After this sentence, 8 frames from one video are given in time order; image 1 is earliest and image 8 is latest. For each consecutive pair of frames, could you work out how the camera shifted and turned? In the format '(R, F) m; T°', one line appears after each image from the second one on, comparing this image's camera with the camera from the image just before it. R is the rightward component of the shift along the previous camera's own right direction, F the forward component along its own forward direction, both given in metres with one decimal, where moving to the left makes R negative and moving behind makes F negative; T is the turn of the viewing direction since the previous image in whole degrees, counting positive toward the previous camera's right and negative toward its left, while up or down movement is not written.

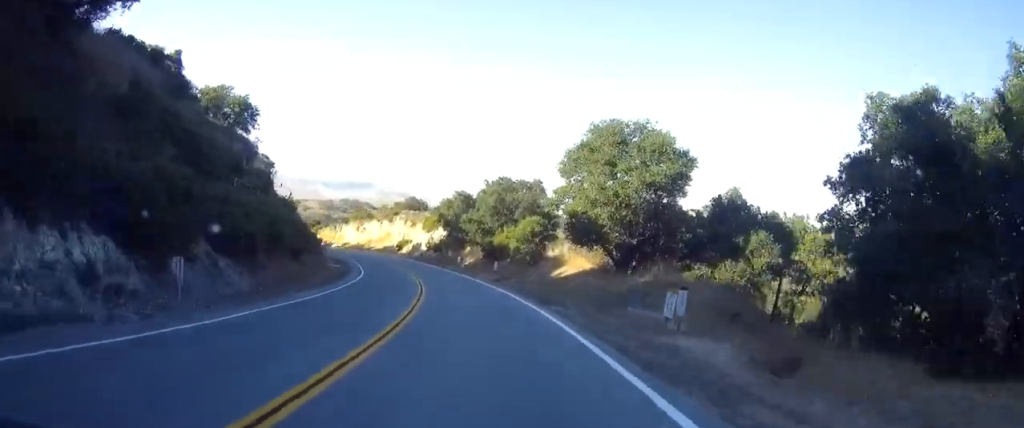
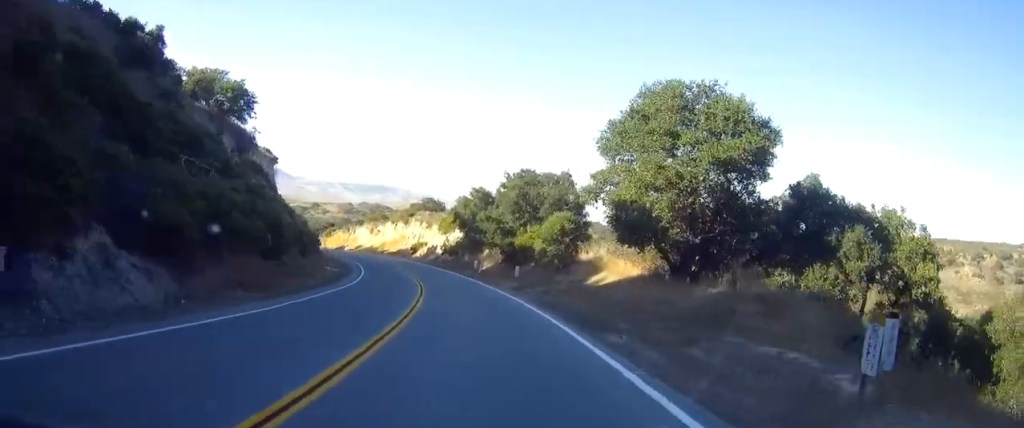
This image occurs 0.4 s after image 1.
(-0.1, +7.5) m; -2°
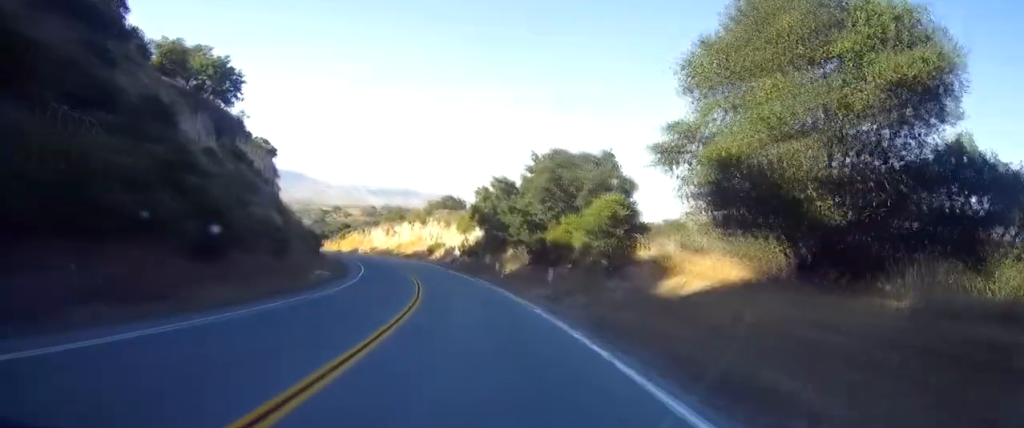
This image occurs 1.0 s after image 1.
(-0.2, +9.8) m; -3°
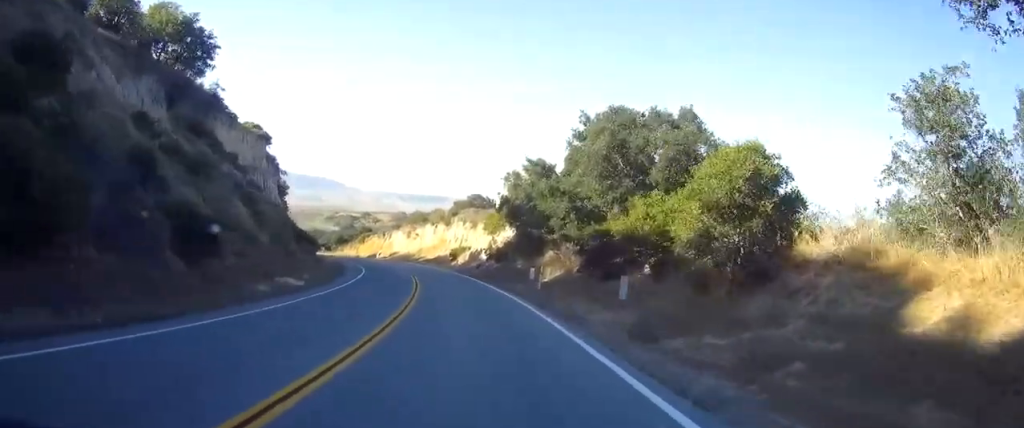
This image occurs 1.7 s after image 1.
(-0.4, +12.7) m; -3°
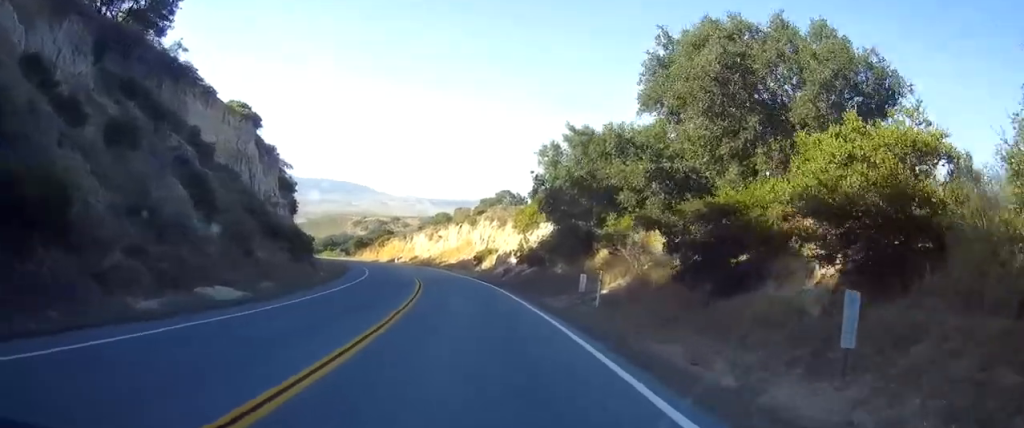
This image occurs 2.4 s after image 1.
(-0.2, +11.0) m; -2°
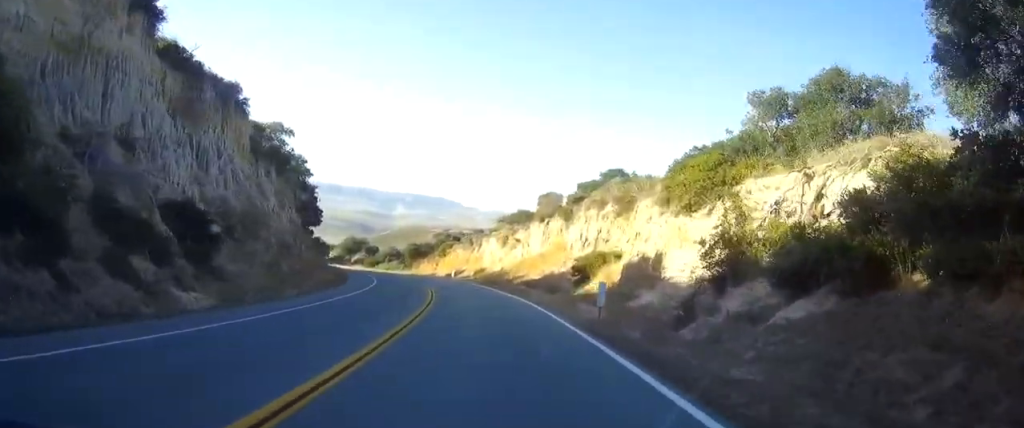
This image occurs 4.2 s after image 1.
(-1.4, +31.9) m; -6°
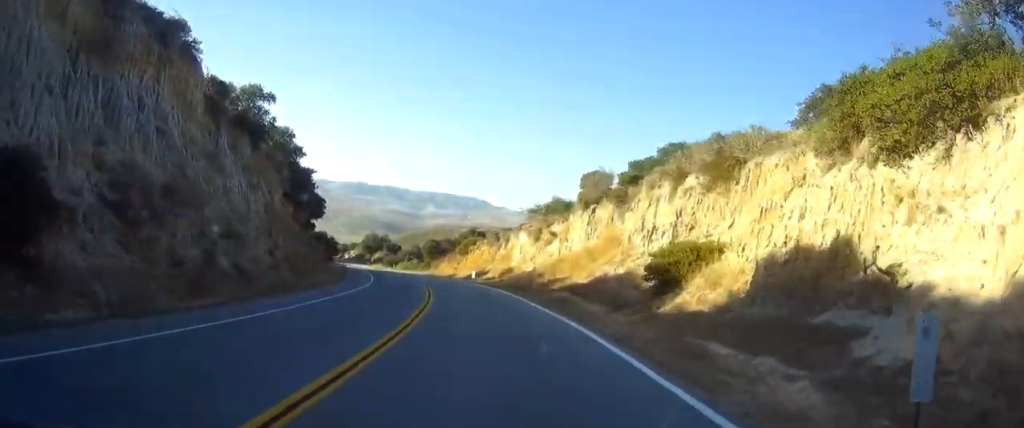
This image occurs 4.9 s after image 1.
(-0.5, +12.9) m; -4°
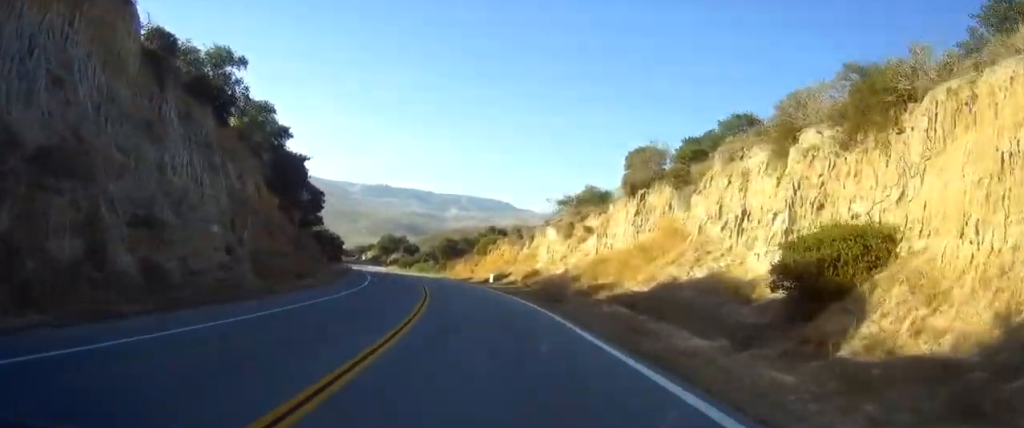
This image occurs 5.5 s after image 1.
(-0.2, +9.8) m; -3°
